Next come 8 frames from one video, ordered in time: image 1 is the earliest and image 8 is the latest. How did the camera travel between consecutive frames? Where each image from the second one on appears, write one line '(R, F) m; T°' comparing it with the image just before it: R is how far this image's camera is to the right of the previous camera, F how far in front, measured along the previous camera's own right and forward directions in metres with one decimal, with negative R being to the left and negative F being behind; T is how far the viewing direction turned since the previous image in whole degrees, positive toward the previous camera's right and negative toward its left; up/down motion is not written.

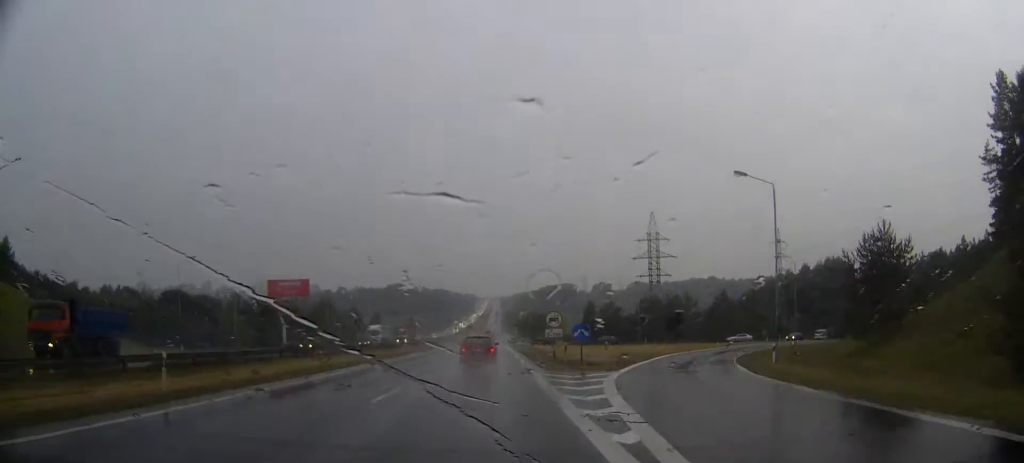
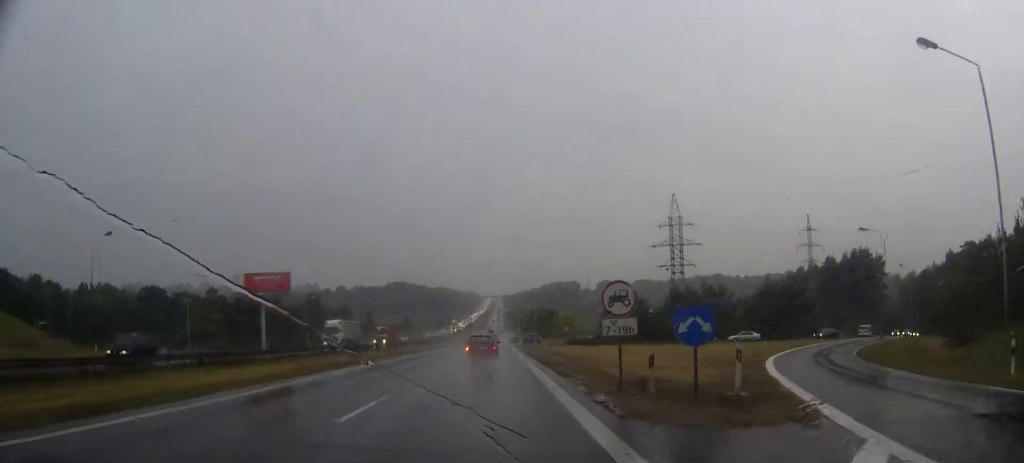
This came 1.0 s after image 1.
(0.0, +19.5) m; 0°
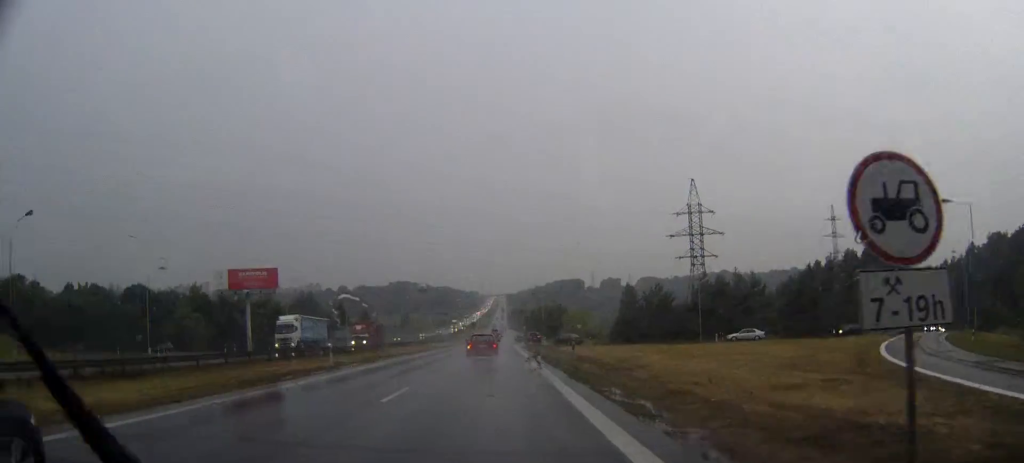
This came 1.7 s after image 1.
(0.0, +13.0) m; 0°
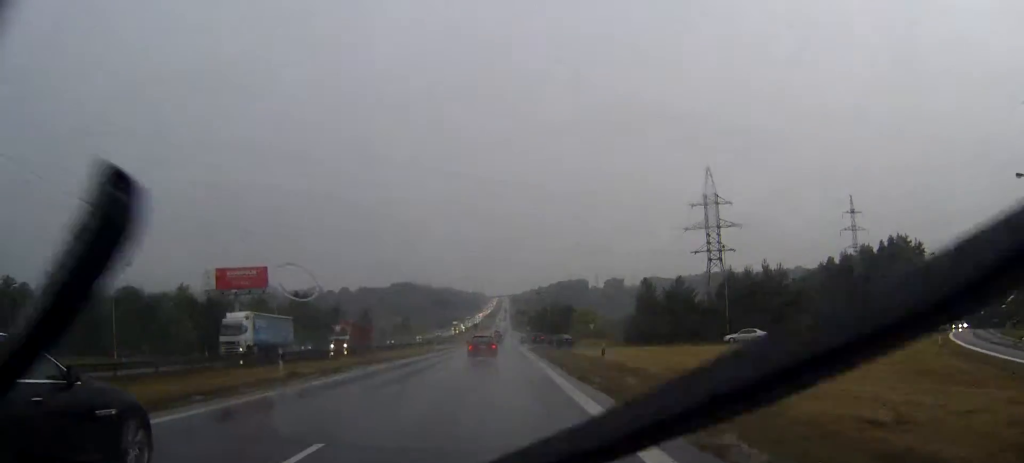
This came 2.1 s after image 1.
(0.0, +9.1) m; 0°
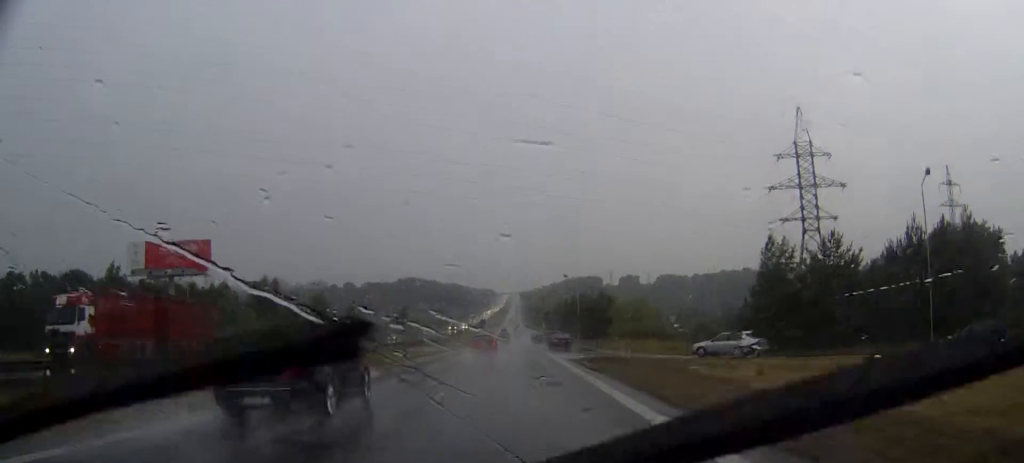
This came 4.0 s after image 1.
(-0.3, +37.1) m; -1°
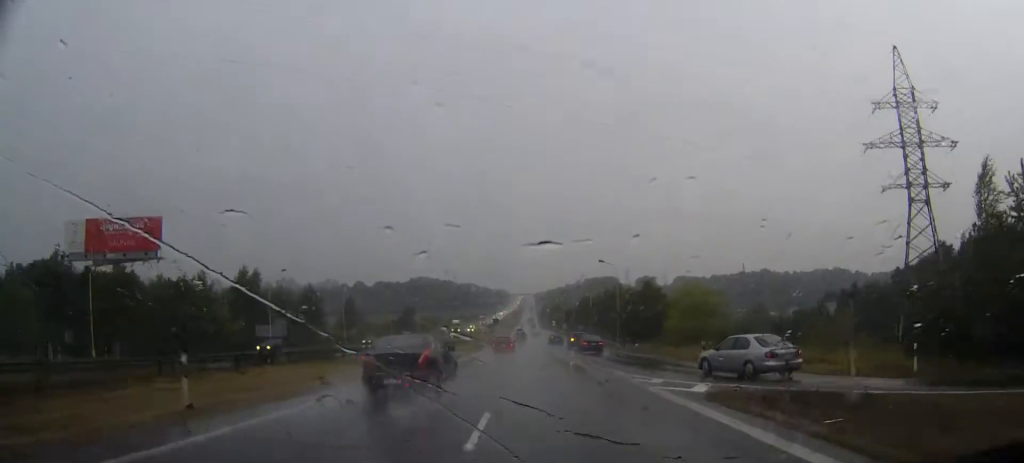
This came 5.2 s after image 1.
(-0.2, +23.6) m; 0°
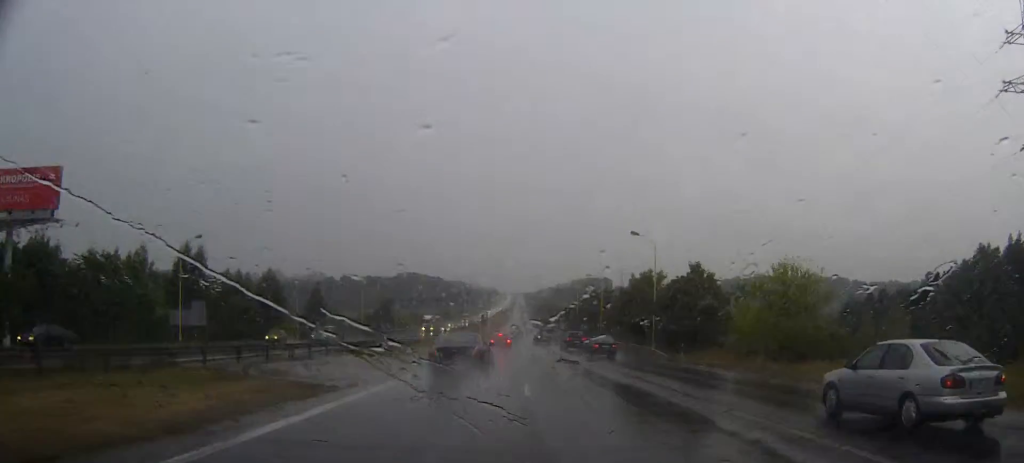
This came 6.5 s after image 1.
(+0.2, +24.7) m; +1°
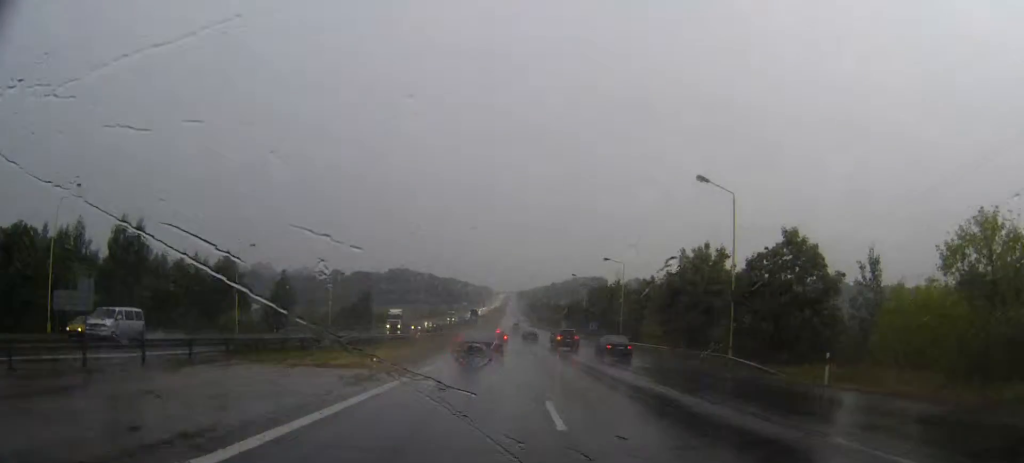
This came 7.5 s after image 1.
(+0.1, +21.8) m; +1°
